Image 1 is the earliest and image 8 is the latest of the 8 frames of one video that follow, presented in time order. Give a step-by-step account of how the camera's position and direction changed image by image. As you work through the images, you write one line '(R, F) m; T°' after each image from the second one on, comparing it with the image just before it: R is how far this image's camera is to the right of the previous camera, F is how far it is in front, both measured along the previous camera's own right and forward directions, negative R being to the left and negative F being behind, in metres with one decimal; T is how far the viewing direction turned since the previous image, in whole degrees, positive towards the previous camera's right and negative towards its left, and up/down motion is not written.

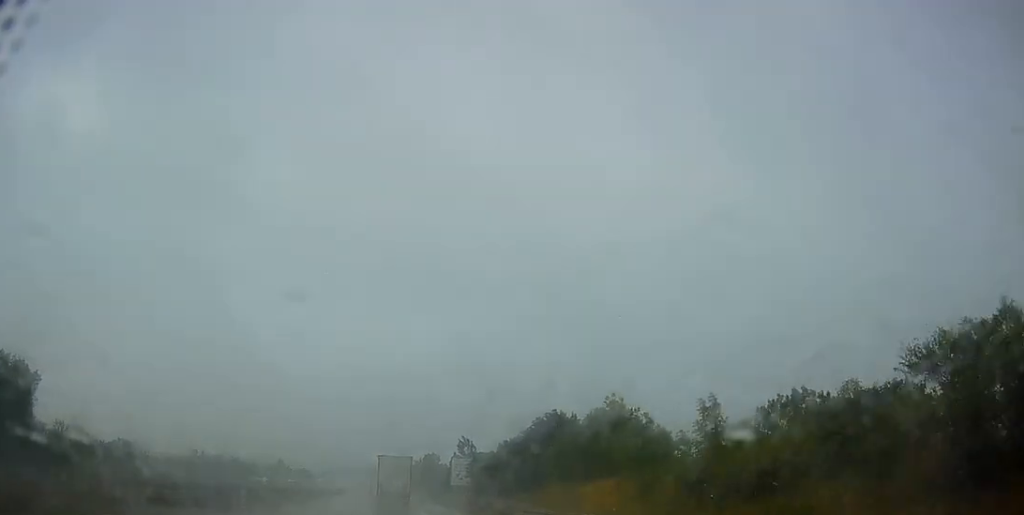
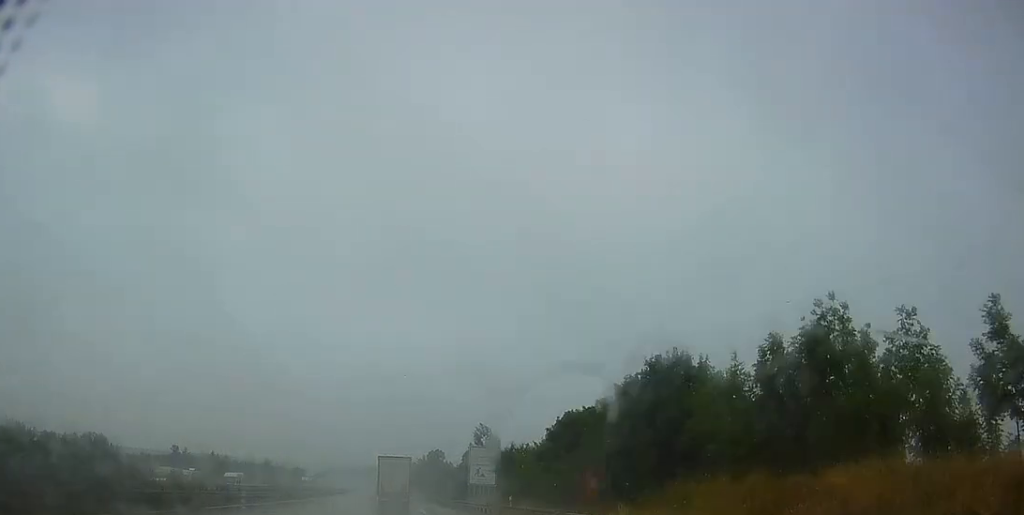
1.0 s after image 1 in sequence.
(+0.3, +21.5) m; 0°
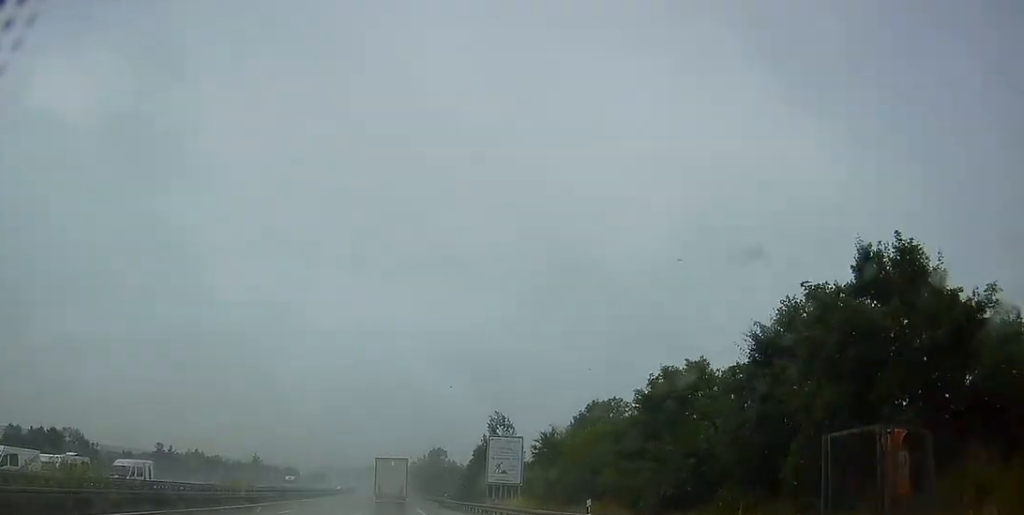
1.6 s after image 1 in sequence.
(-0.3, +14.7) m; -1°
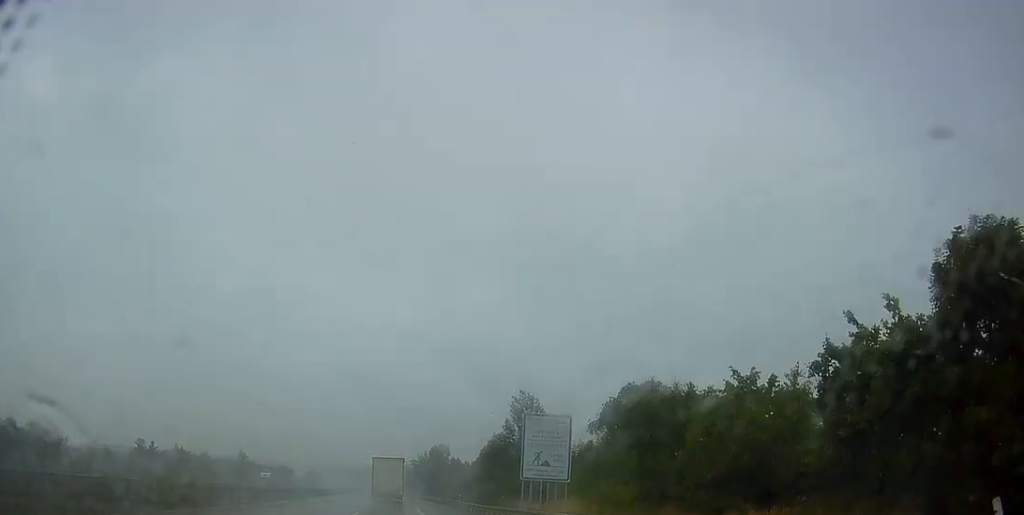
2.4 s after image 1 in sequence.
(0.0, +16.1) m; 0°
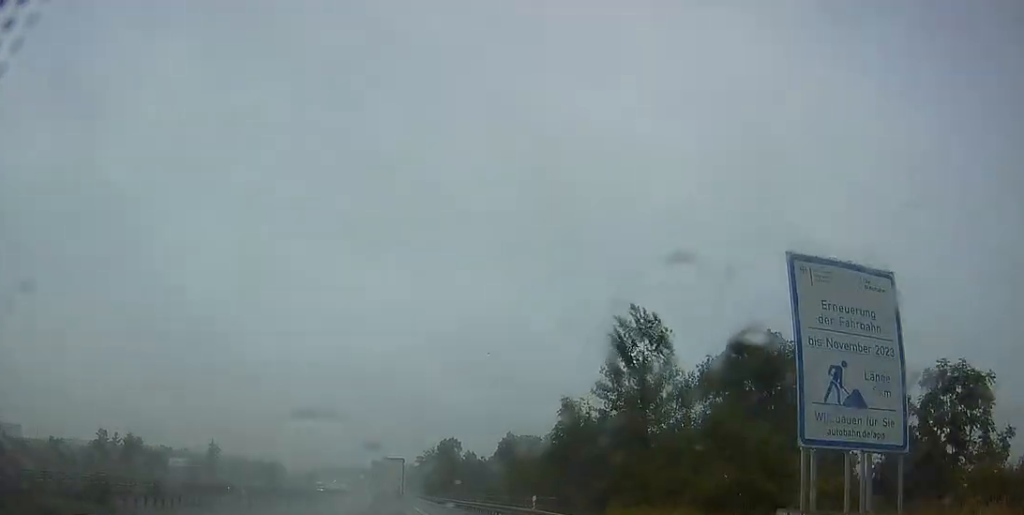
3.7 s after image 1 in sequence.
(0.0, +29.1) m; 0°
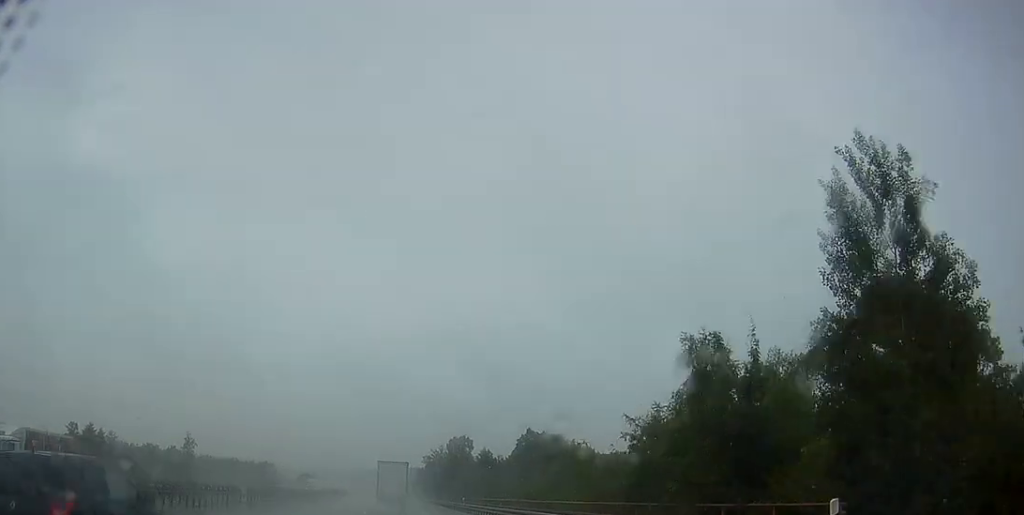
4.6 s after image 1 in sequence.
(0.0, +19.0) m; 0°
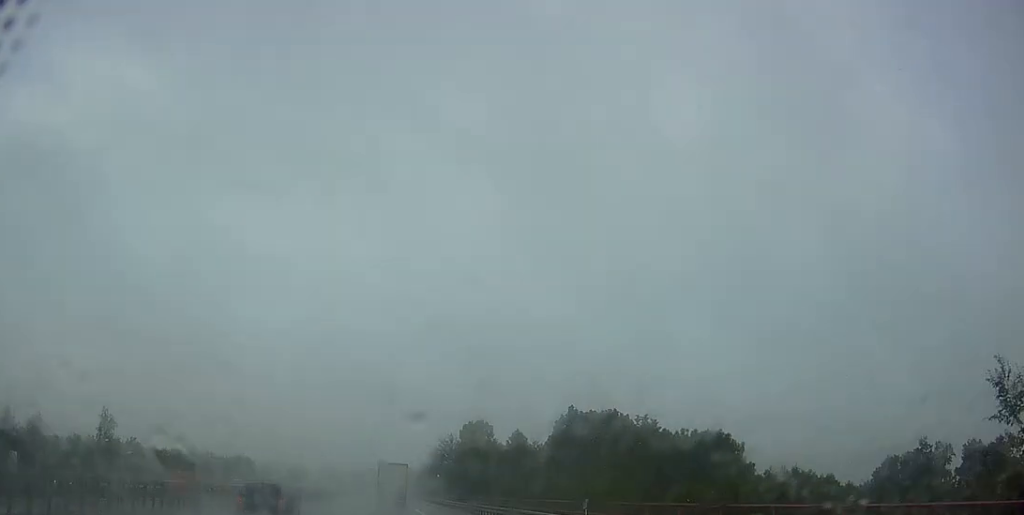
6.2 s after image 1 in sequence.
(0.0, +35.0) m; -1°
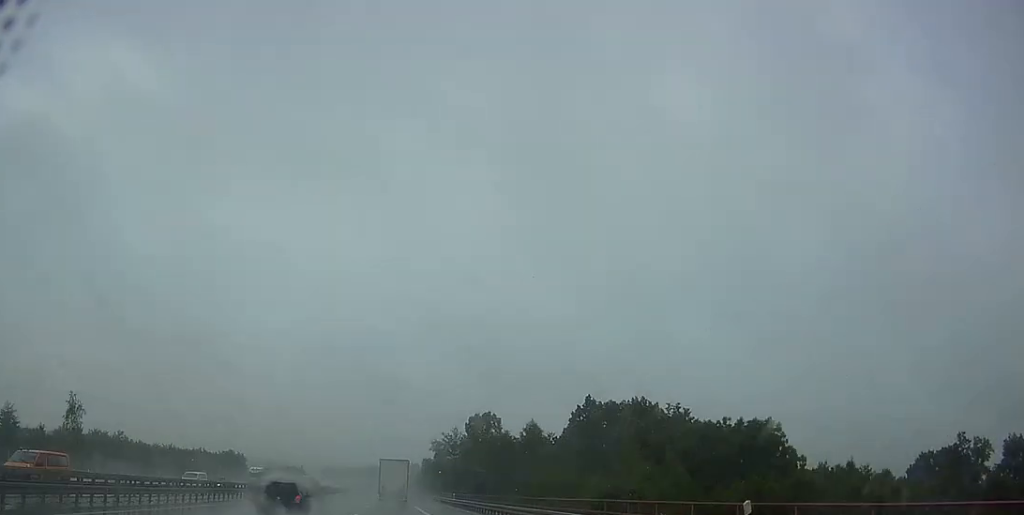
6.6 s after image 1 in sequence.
(+0.1, +9.5) m; -1°
